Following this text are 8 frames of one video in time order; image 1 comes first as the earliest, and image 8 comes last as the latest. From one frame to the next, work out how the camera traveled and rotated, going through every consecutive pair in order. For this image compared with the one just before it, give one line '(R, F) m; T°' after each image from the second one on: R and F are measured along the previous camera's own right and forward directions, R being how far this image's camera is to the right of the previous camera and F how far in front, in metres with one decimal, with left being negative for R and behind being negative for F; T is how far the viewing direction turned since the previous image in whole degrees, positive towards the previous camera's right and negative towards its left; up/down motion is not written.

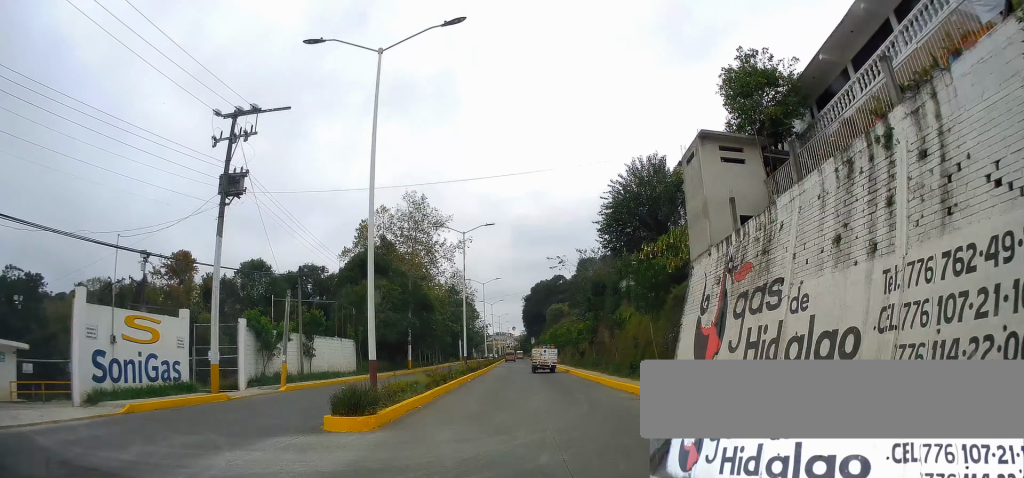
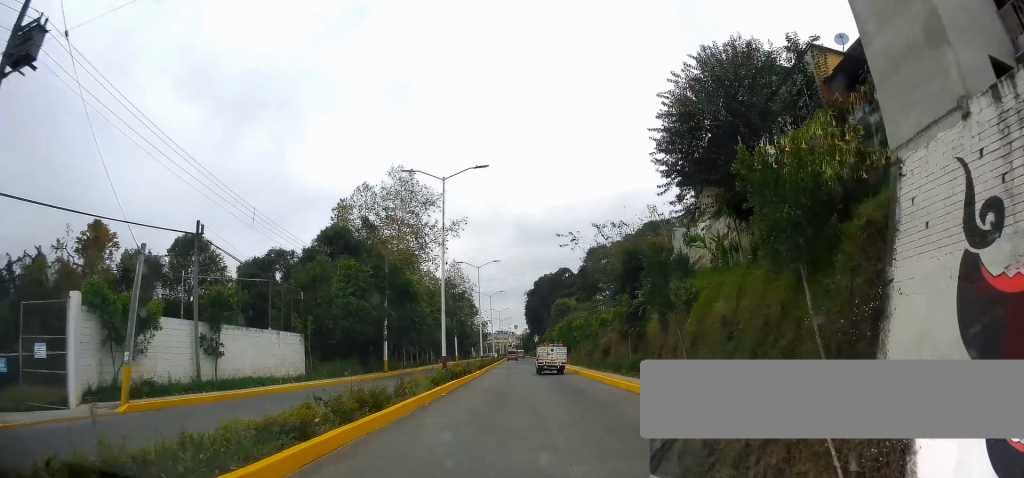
(0.0, +11.5) m; 0°
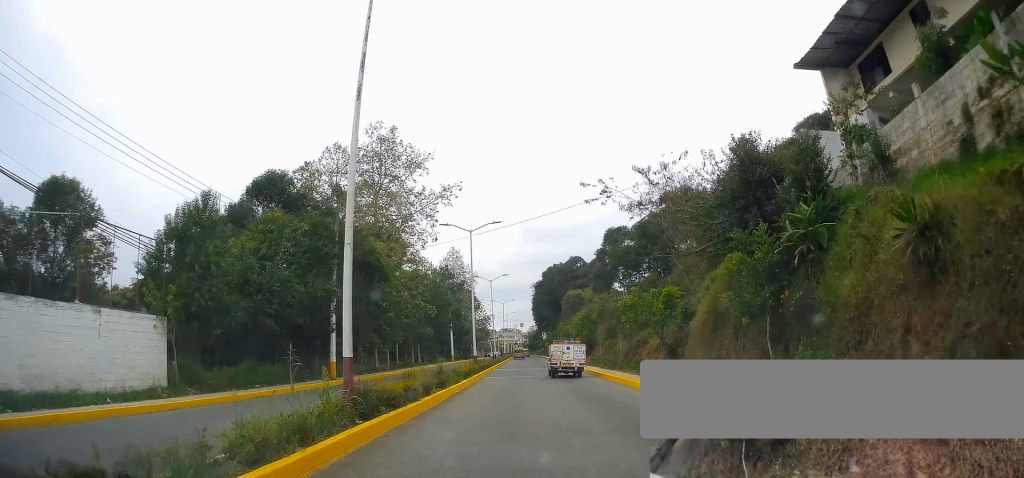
(0.0, +15.0) m; +1°
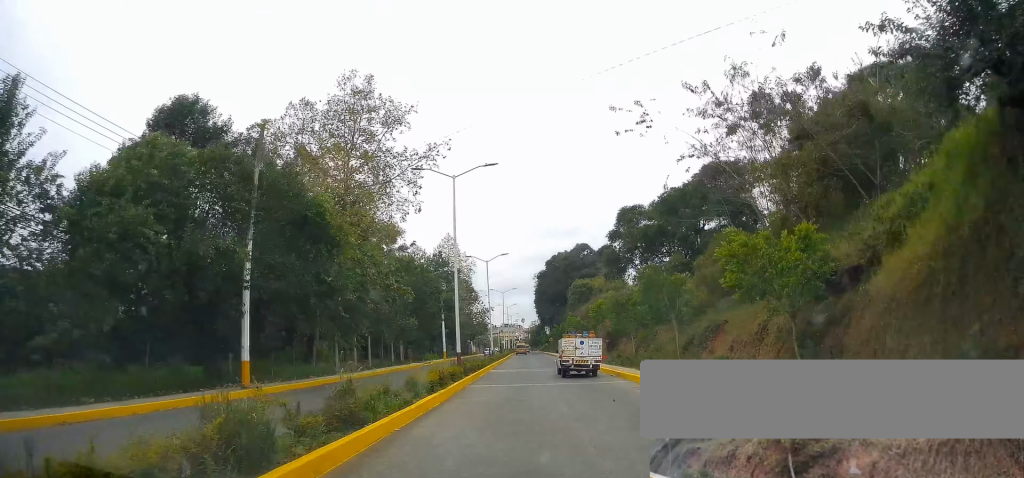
(+0.1, +11.5) m; 0°
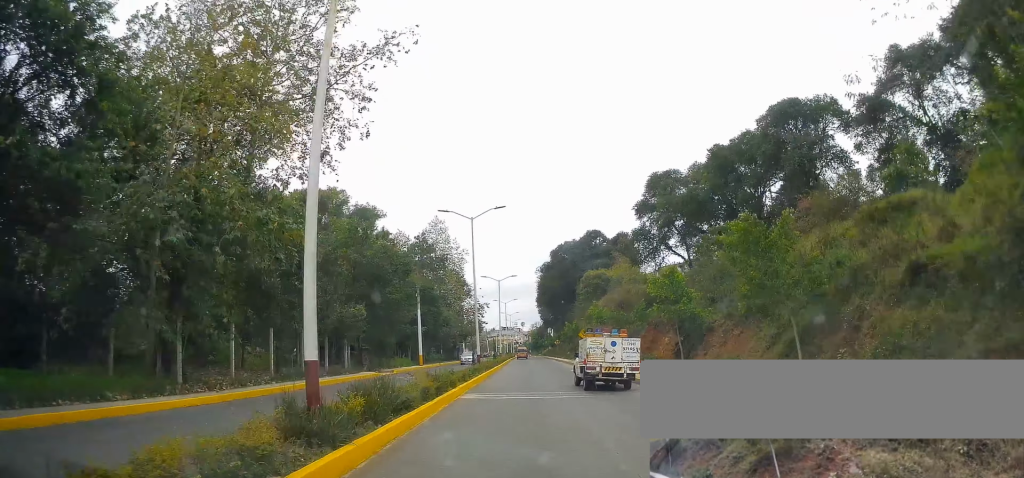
(-0.4, +18.3) m; -1°
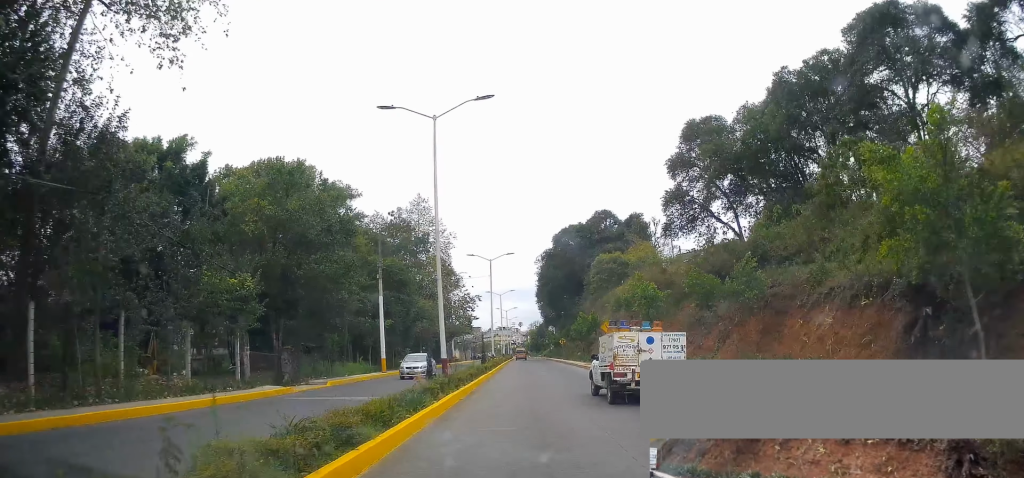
(+0.2, +16.0) m; 0°
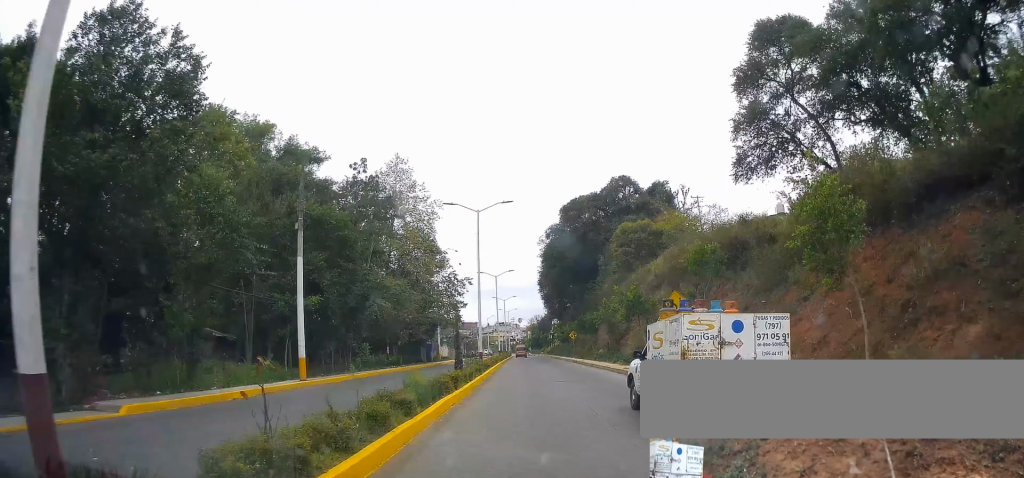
(-0.2, +15.6) m; 0°
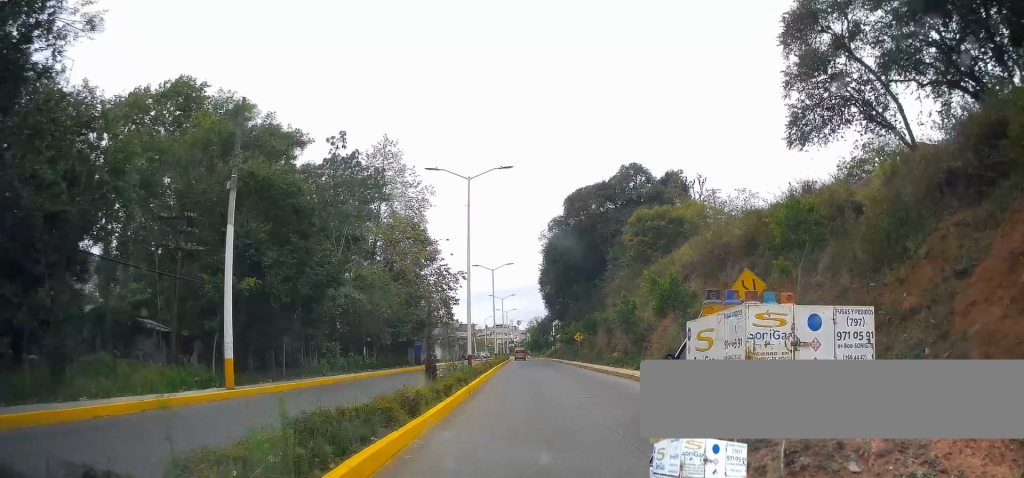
(0.0, +6.7) m; 0°
